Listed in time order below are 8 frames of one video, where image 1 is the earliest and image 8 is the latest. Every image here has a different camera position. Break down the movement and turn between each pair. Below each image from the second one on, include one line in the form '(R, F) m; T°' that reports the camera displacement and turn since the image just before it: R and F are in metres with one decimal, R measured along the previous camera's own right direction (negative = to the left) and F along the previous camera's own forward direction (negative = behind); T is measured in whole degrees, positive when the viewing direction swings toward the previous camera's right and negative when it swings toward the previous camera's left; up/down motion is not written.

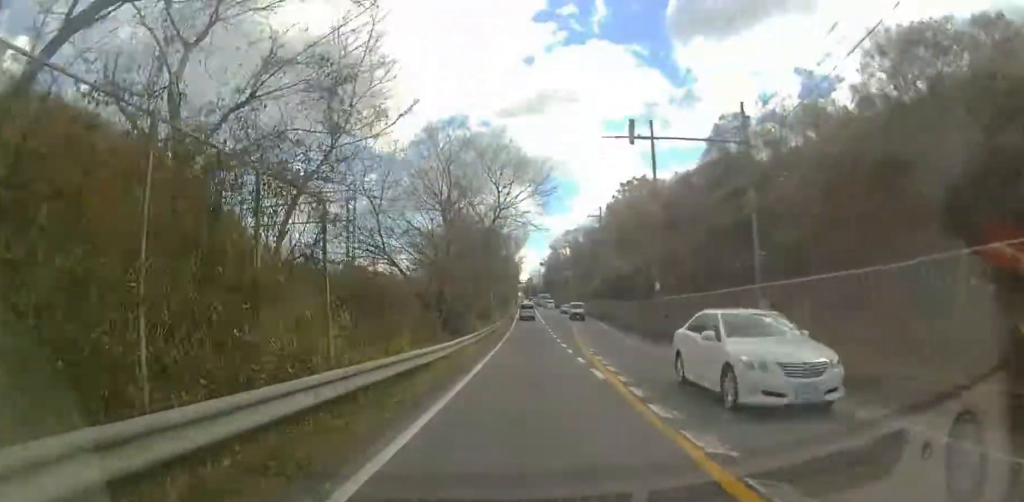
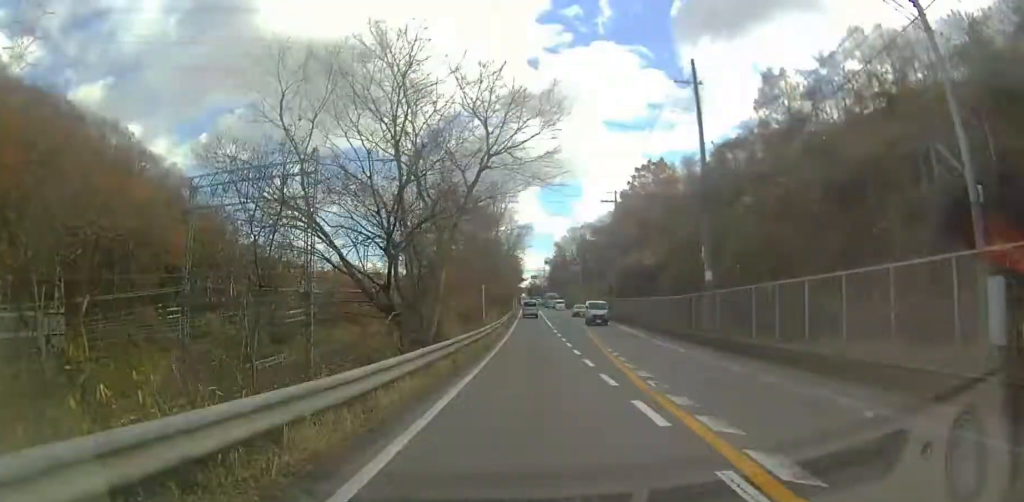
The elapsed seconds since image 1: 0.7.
(0.0, +8.6) m; 0°
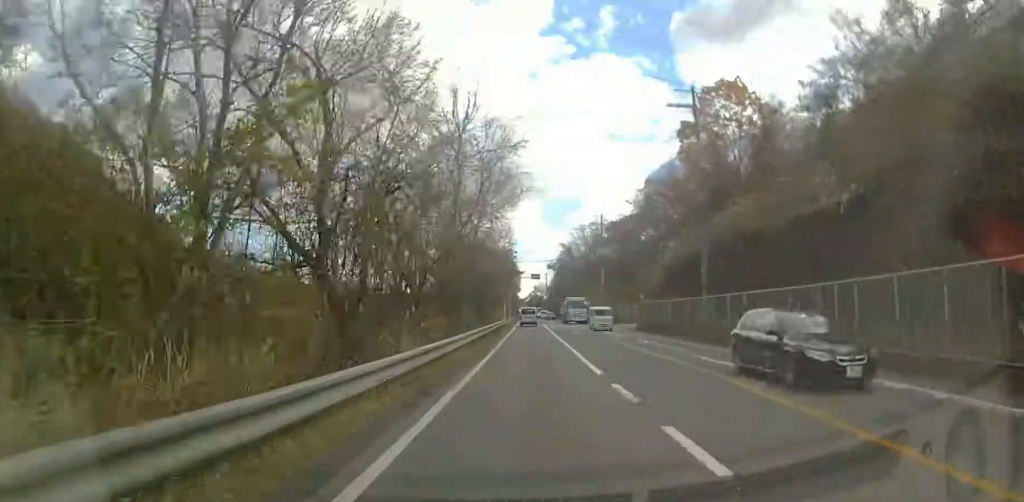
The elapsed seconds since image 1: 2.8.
(0.0, +28.4) m; 0°
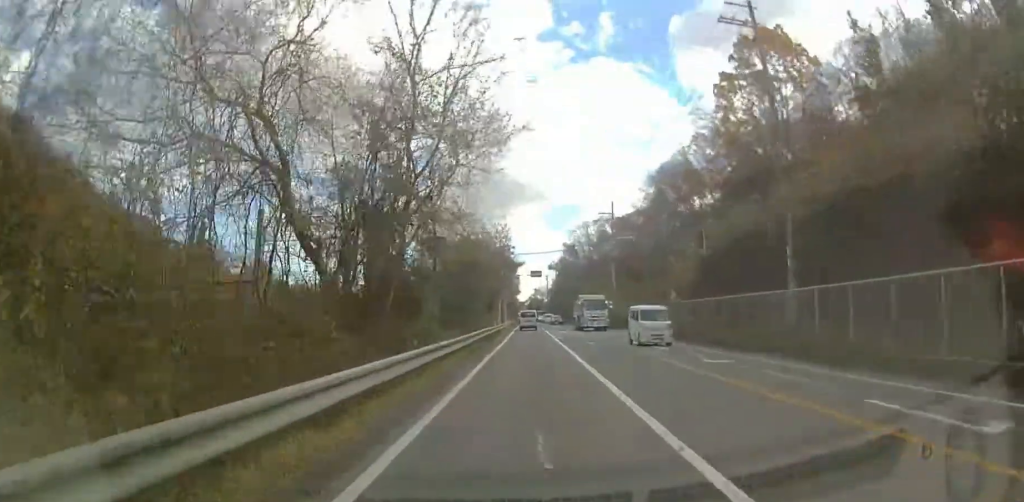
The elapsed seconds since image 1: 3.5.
(0.0, +9.0) m; 0°
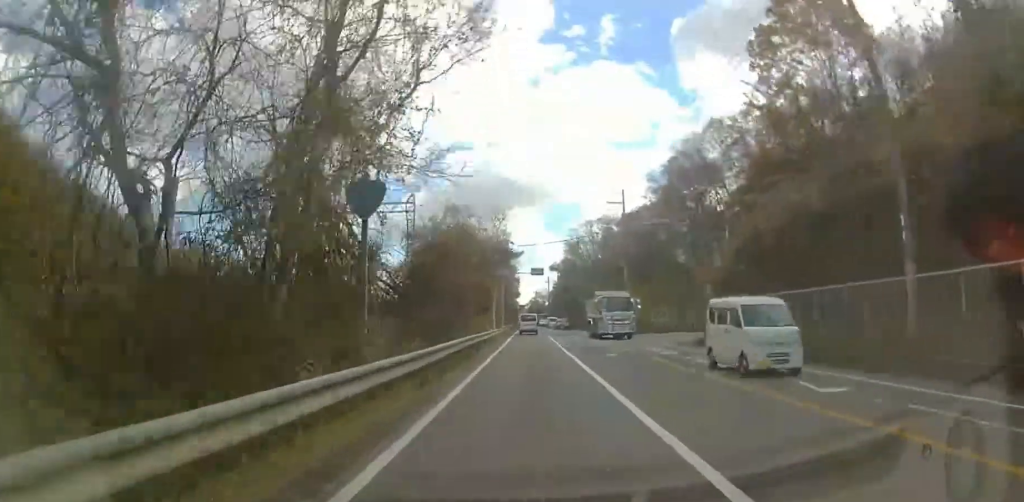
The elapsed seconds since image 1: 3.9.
(0.0, +6.6) m; 0°
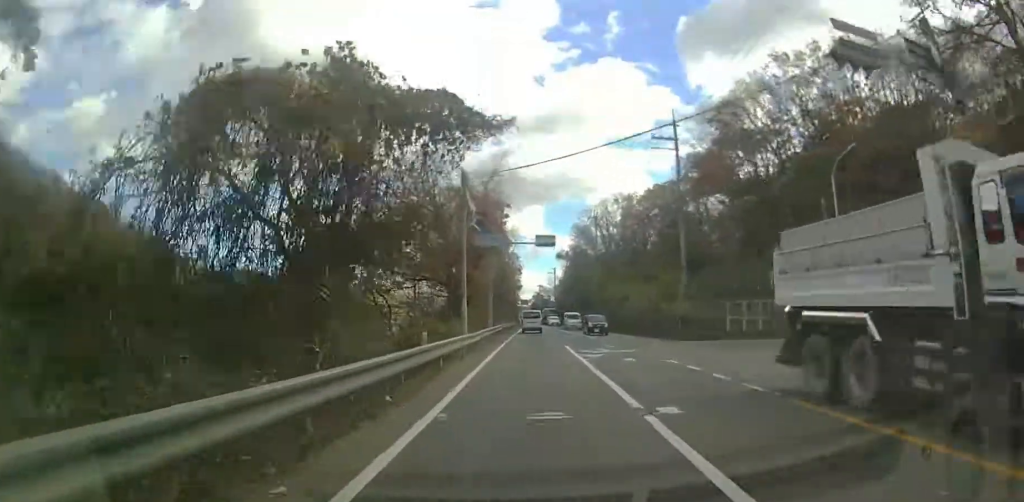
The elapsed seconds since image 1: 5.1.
(0.0, +18.3) m; -1°
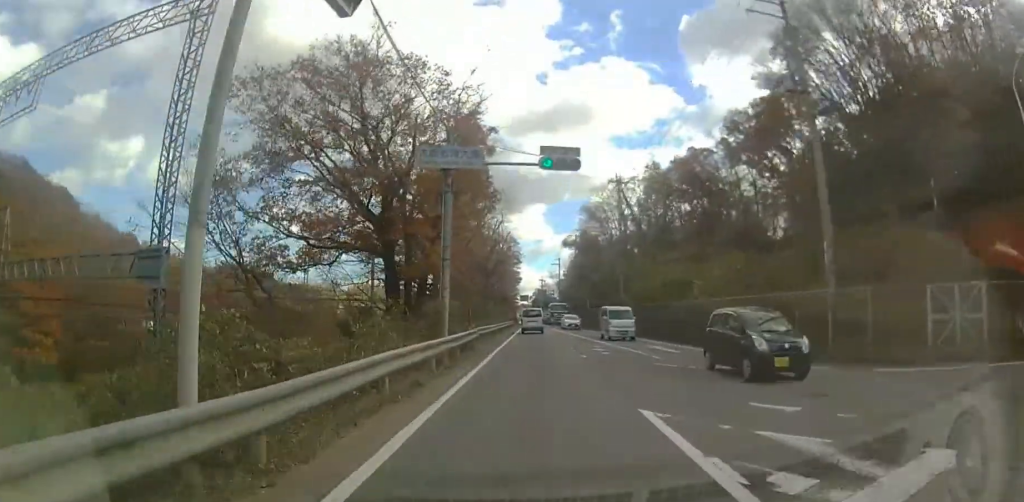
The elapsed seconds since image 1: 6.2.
(-0.2, +16.8) m; -1°
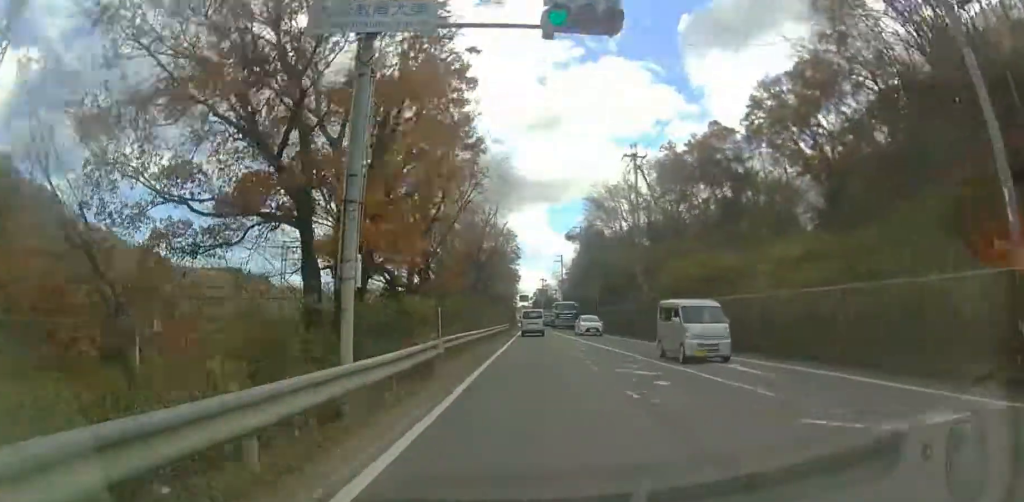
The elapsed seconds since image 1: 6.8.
(-0.1, +8.2) m; 0°
